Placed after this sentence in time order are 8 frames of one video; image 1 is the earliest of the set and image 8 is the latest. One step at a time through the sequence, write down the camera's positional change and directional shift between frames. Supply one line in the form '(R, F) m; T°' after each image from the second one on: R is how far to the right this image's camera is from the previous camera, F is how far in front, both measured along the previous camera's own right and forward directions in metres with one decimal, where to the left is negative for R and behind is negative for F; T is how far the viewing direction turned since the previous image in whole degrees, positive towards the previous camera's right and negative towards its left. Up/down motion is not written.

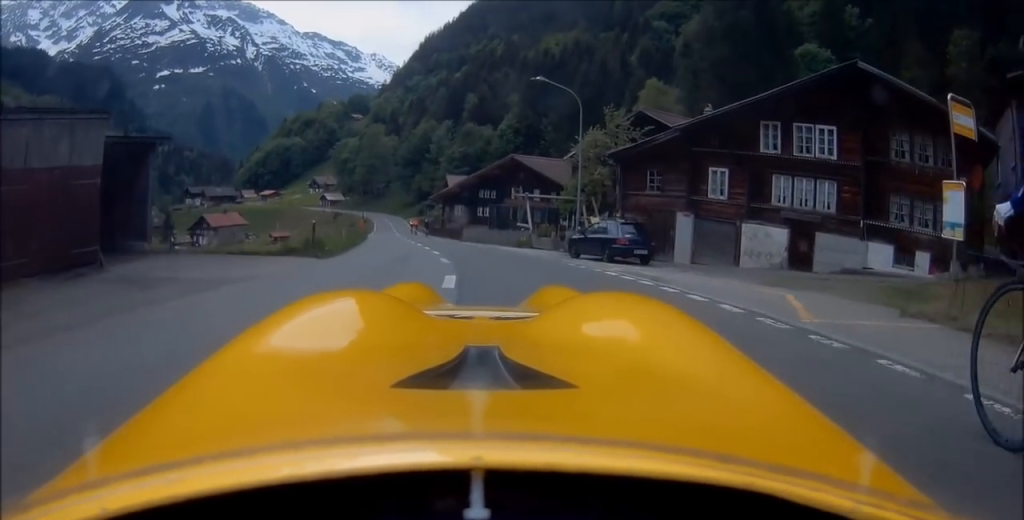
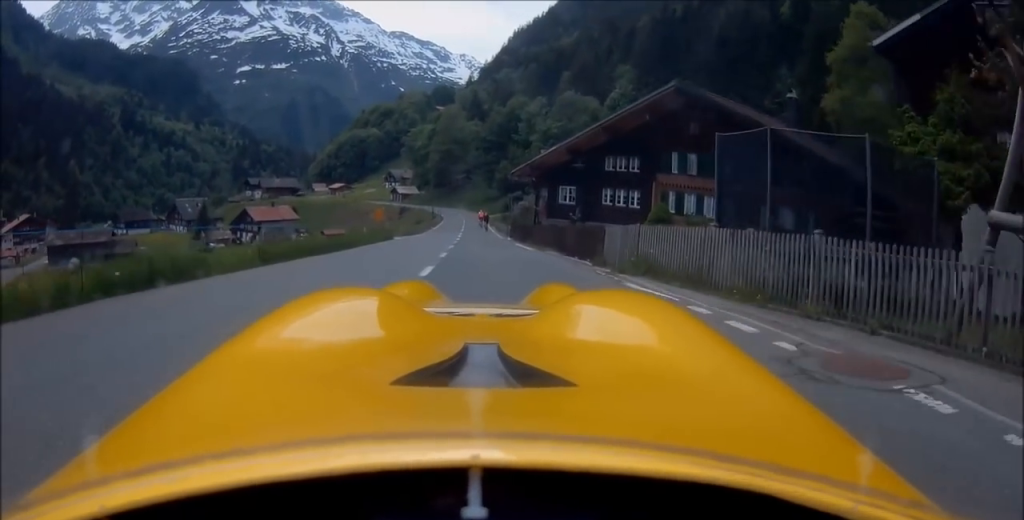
(-1.8, +28.8) m; -6°
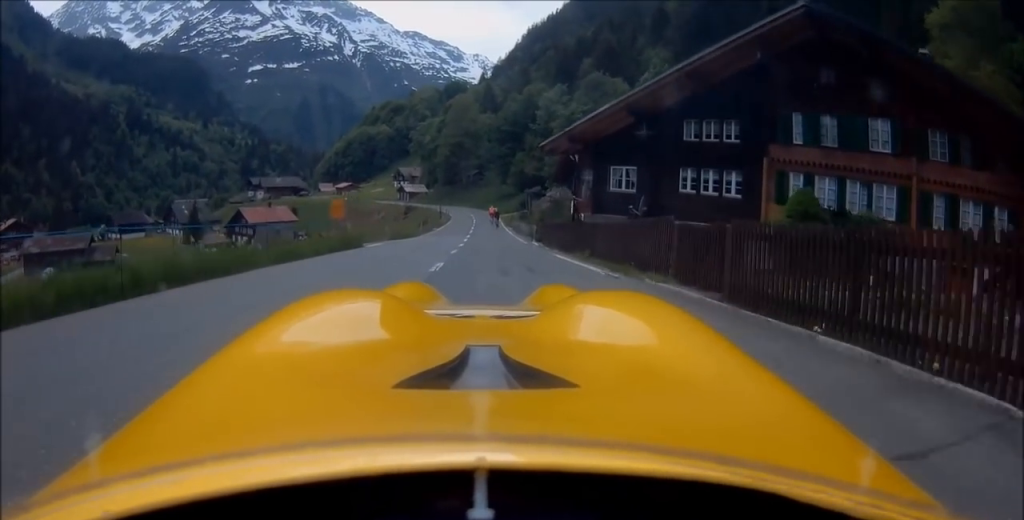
(-0.2, +11.0) m; -1°
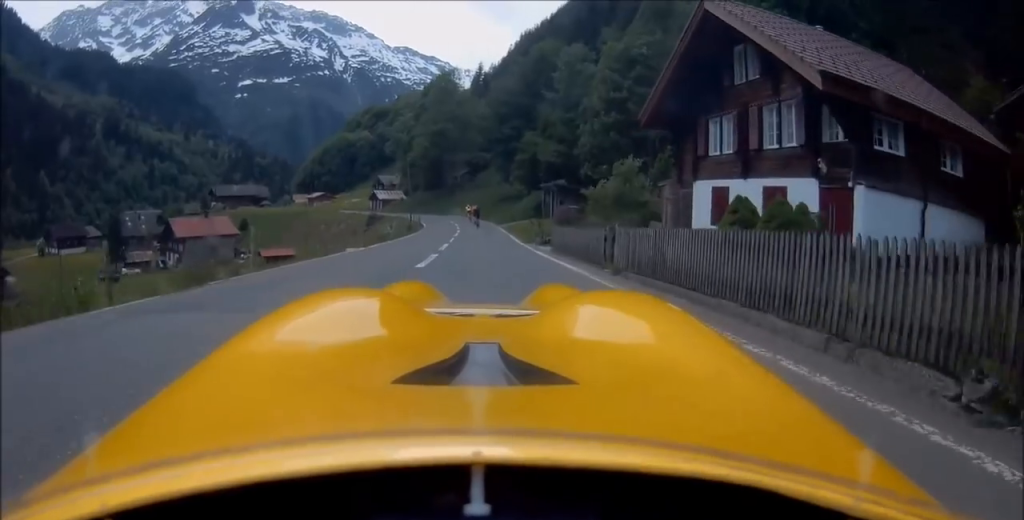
(-0.2, +29.9) m; +1°
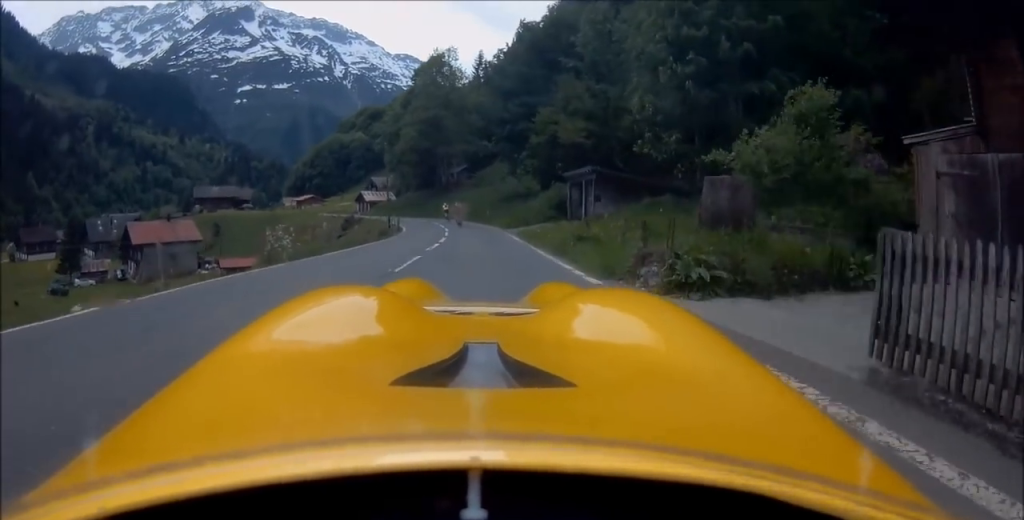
(+0.1, +14.7) m; -1°
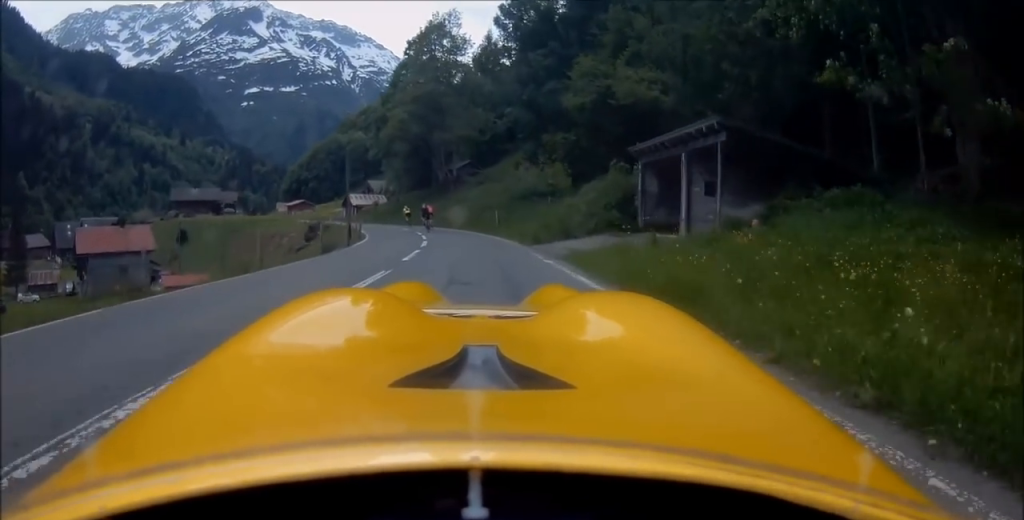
(-0.3, +15.7) m; -3°
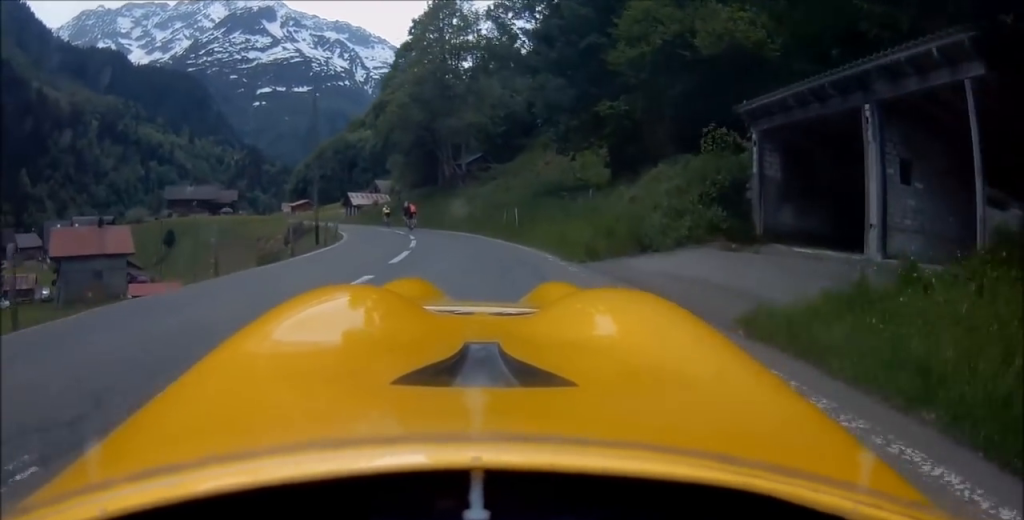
(-0.1, +8.4) m; -2°
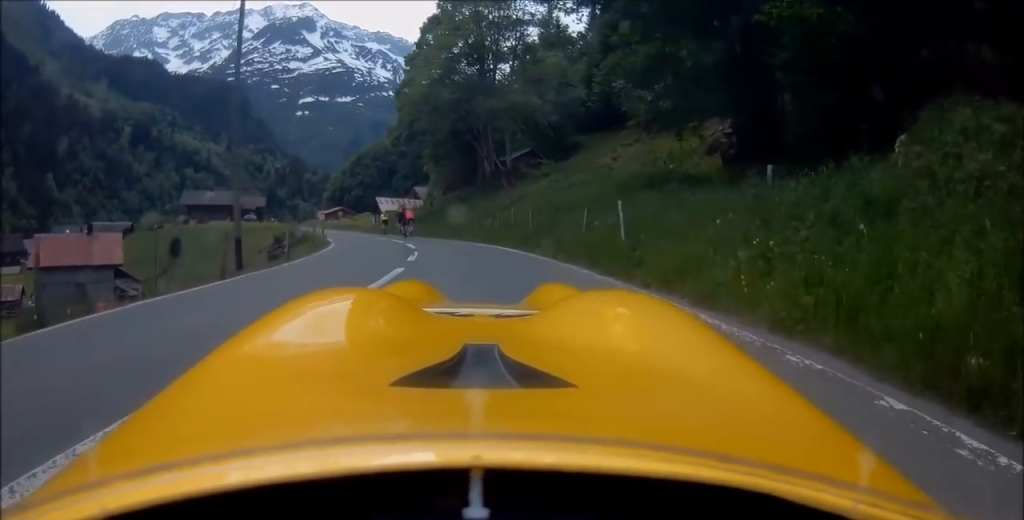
(-0.1, +11.2) m; -3°
